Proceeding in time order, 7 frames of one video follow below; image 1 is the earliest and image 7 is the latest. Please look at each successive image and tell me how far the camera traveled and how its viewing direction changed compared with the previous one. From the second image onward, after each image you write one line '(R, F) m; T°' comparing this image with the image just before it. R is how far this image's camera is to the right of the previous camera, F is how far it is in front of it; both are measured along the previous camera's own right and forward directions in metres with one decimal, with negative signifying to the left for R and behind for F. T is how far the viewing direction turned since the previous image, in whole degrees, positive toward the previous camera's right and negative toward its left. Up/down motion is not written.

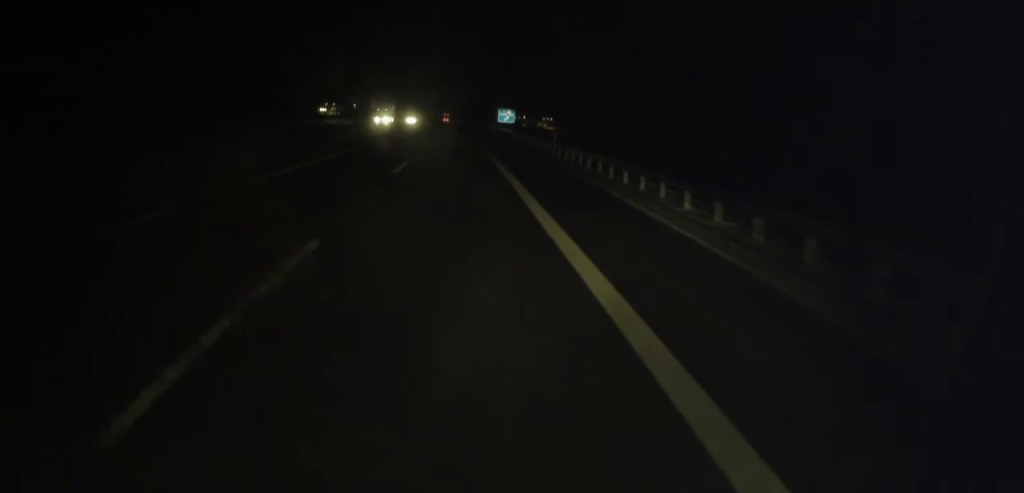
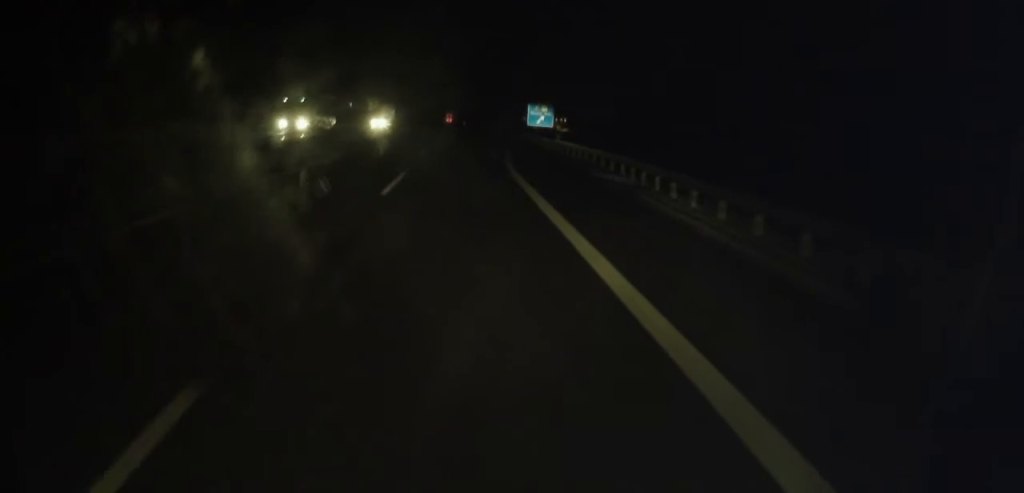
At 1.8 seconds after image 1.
(-0.2, +41.0) m; -1°
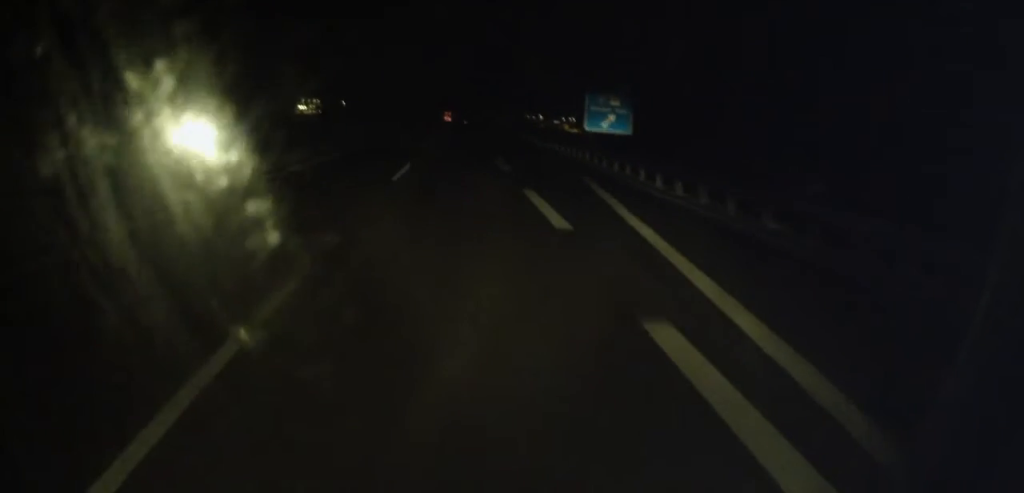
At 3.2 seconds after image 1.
(+0.4, +32.5) m; +2°
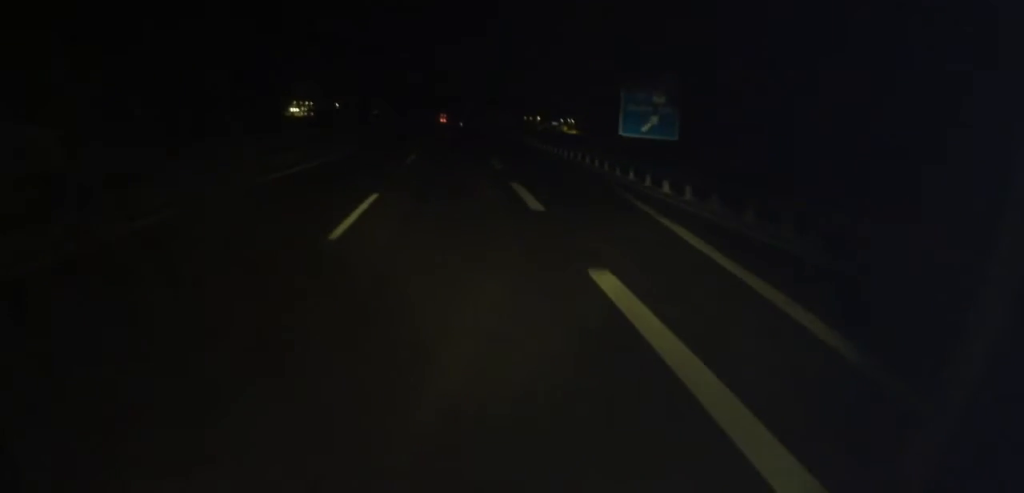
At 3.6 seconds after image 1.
(+0.3, +9.3) m; 0°
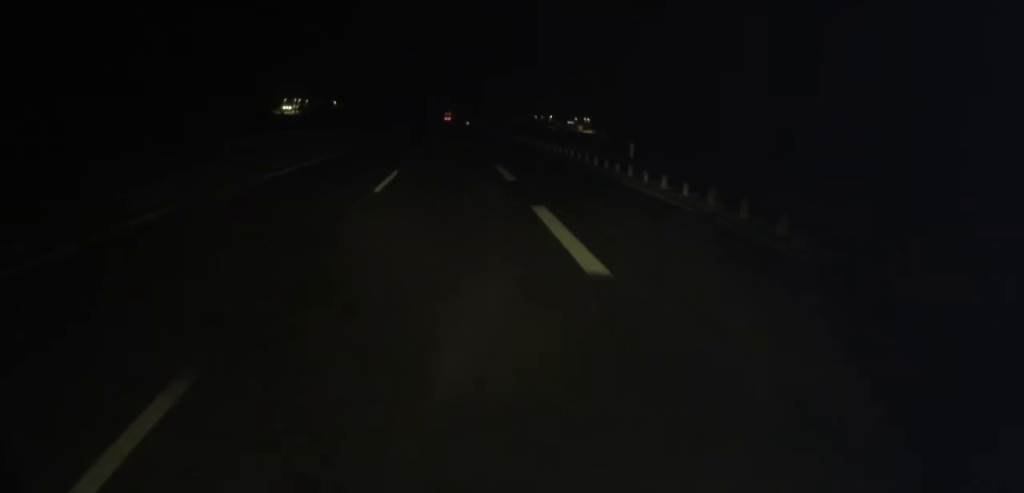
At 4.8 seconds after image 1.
(-1.0, +29.6) m; -2°
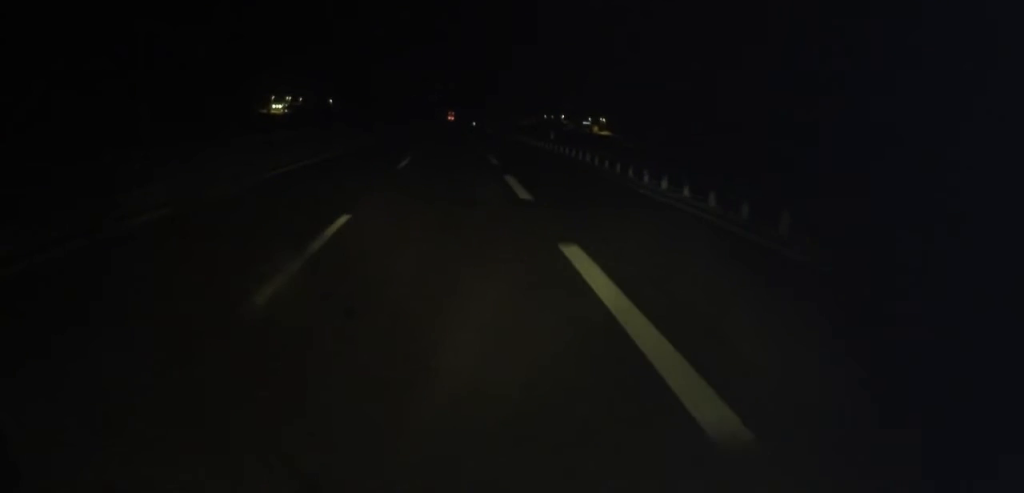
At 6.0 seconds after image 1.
(-0.1, +28.1) m; +1°
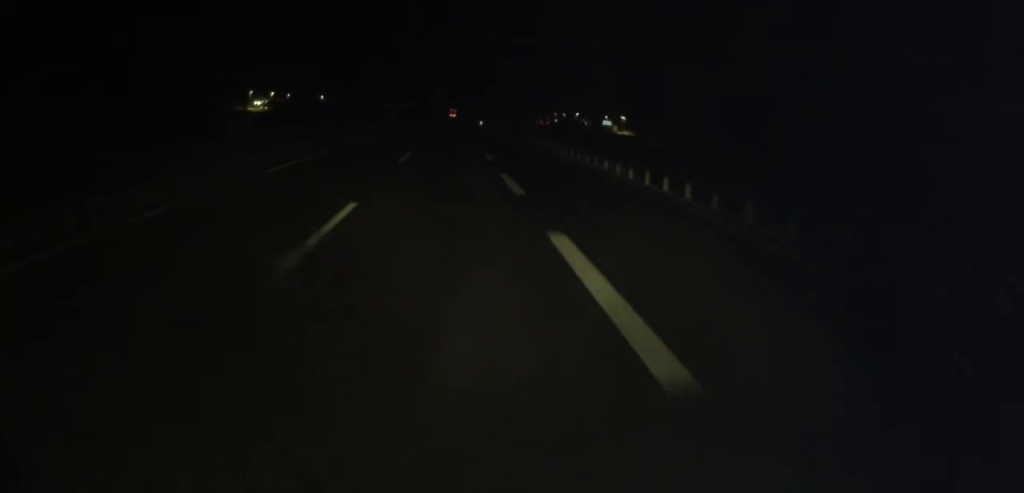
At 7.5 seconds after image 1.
(+0.4, +34.4) m; +1°
